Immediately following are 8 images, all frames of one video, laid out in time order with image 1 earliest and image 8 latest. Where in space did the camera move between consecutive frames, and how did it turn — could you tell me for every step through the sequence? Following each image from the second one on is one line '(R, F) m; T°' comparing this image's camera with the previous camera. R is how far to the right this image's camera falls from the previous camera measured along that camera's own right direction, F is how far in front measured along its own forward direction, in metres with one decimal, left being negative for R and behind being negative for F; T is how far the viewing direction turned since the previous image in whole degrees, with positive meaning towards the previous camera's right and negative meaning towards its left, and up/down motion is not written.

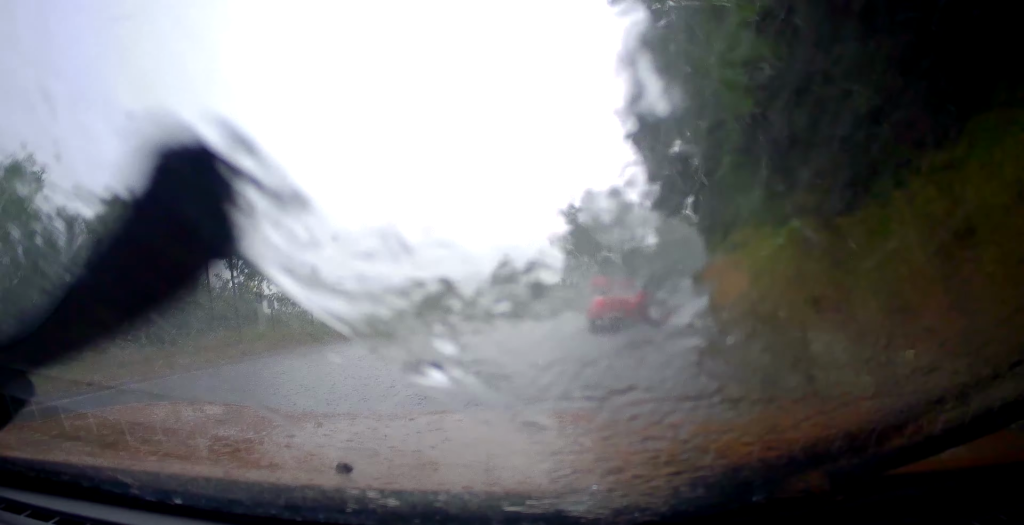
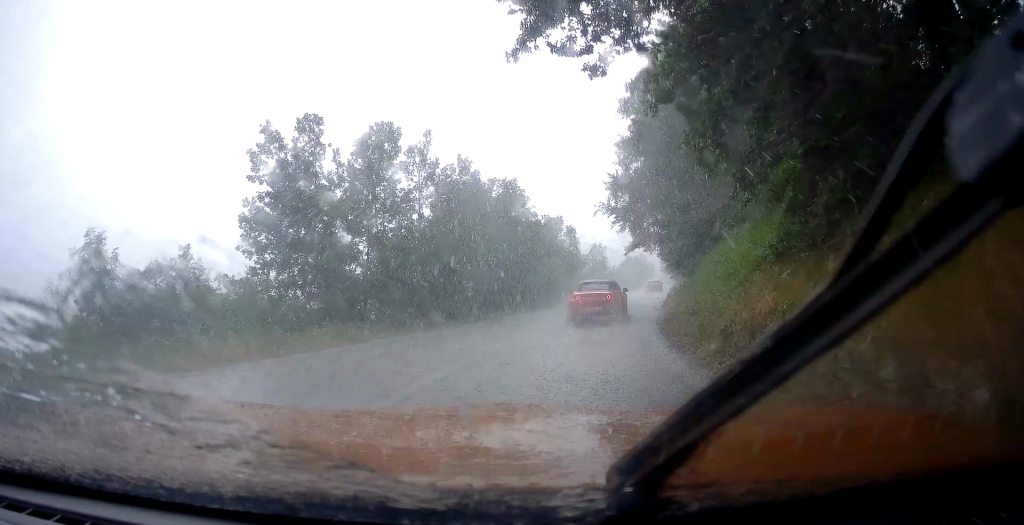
(+2.6, +18.7) m; +23°
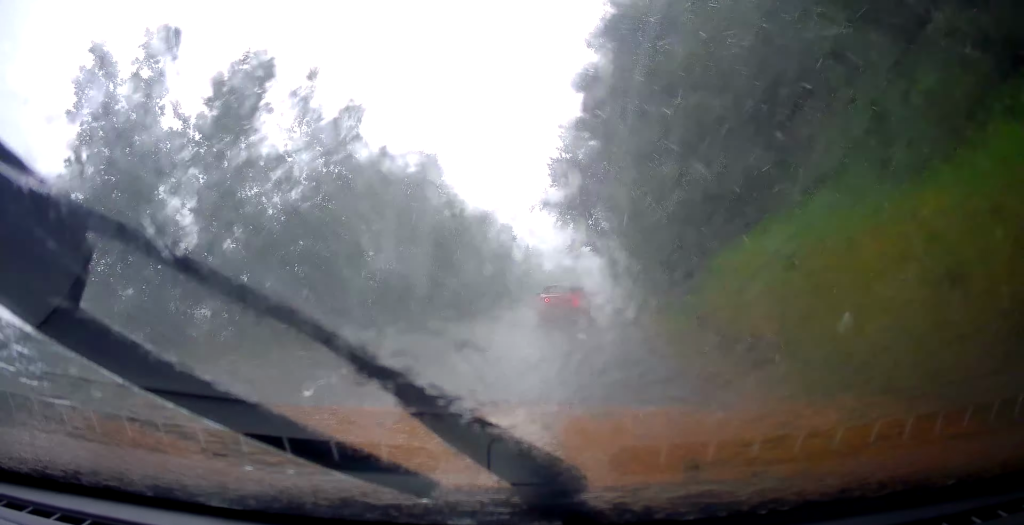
(+0.8, +6.5) m; +5°
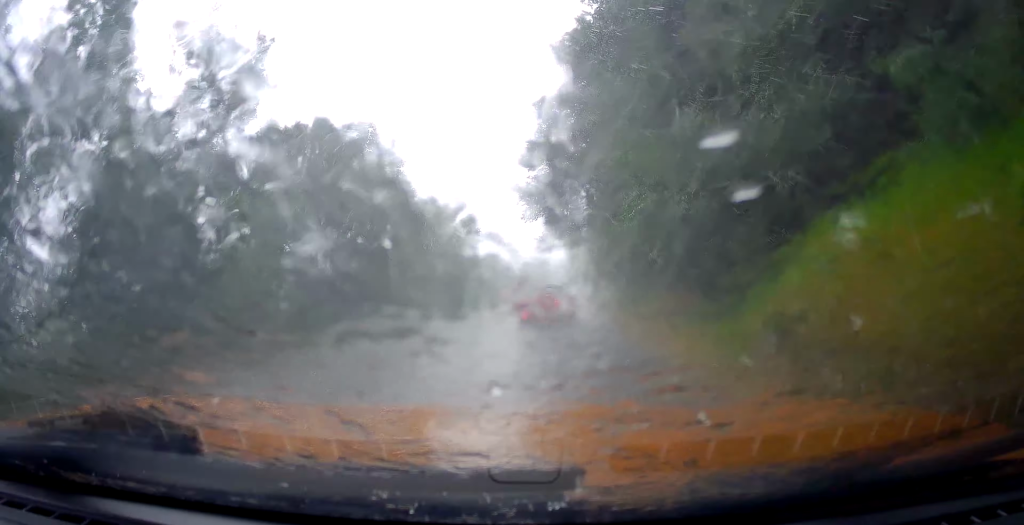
(+0.5, +4.4) m; +1°
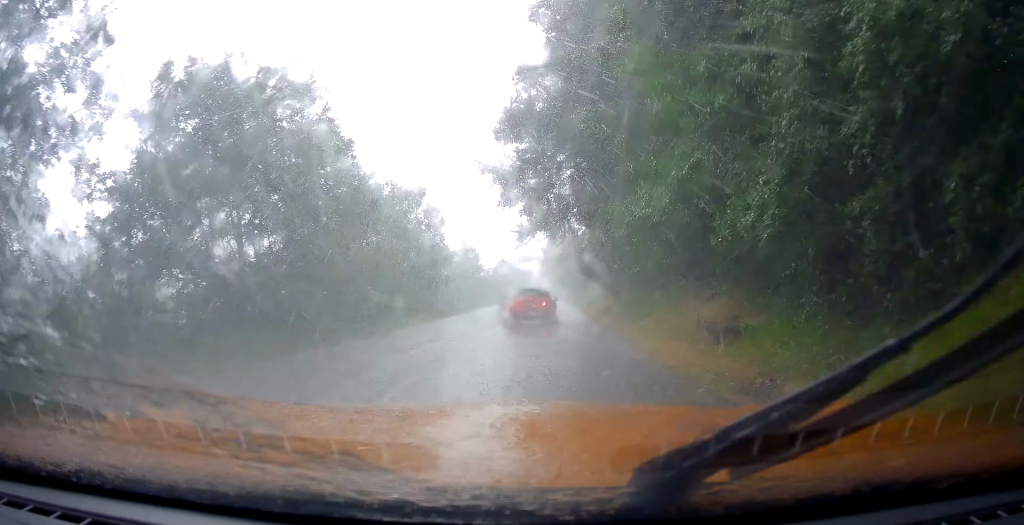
(-0.5, +5.1) m; +1°
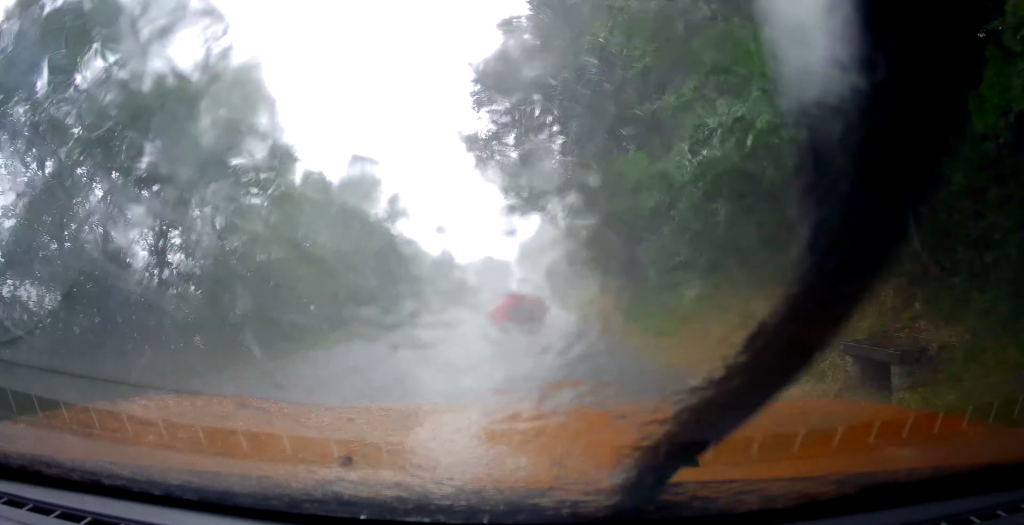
(-0.4, +4.7) m; +1°
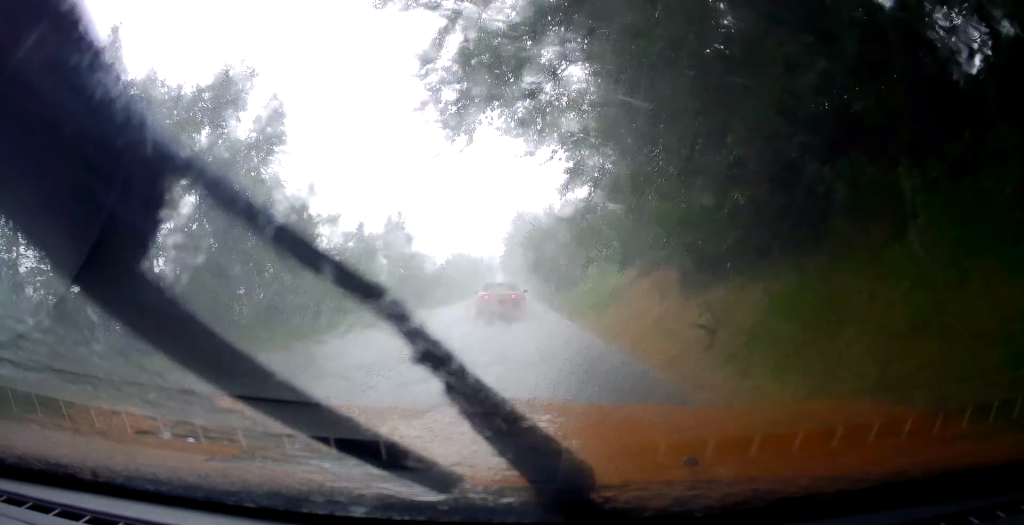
(+1.3, +11.5) m; +5°
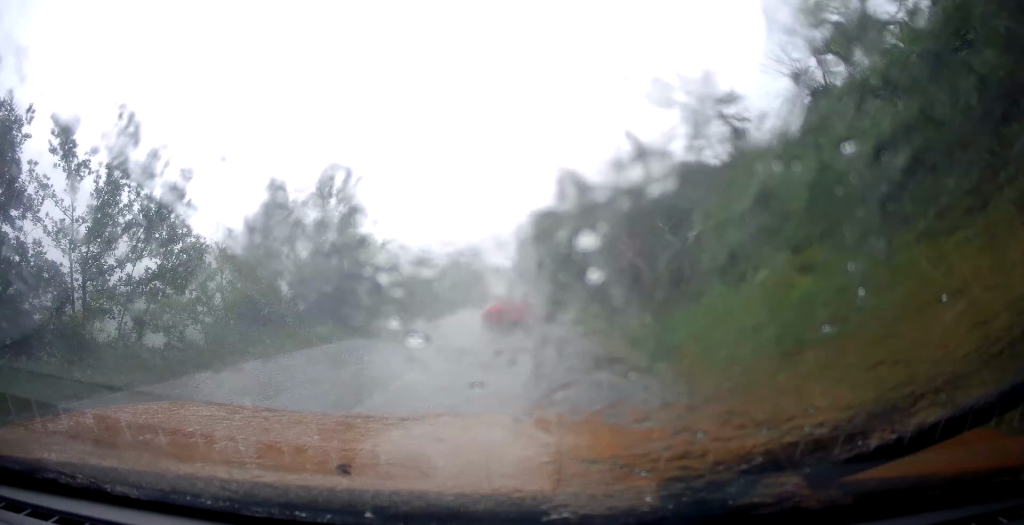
(-0.6, +15.7) m; -1°
